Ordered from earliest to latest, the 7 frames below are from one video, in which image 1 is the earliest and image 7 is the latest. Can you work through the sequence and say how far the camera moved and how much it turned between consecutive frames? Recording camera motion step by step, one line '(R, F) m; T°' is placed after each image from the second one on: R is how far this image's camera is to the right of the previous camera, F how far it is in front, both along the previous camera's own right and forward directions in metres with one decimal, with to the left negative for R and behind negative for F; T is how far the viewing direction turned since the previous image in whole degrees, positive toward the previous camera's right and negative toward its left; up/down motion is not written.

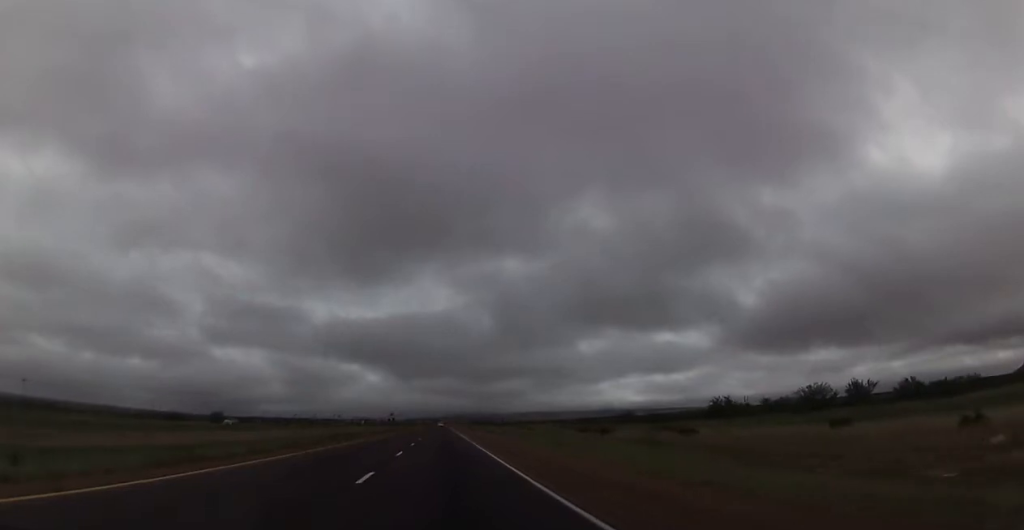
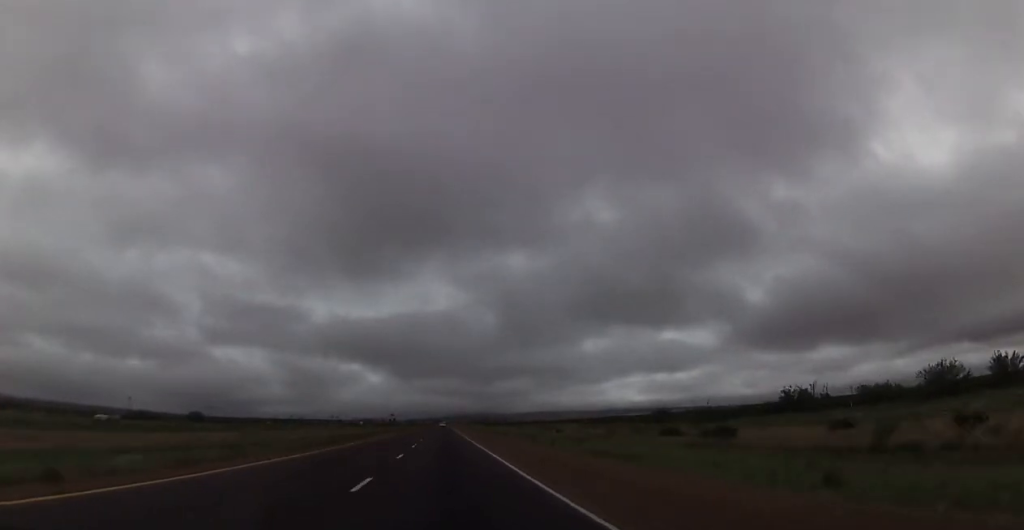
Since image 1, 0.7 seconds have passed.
(0.0, +25.8) m; 0°
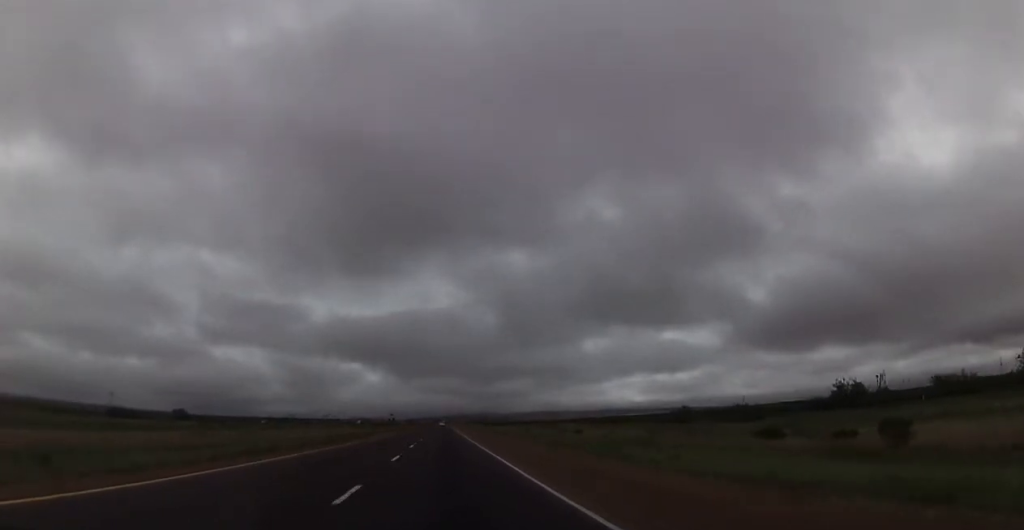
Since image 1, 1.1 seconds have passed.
(0.0, +14.1) m; 0°
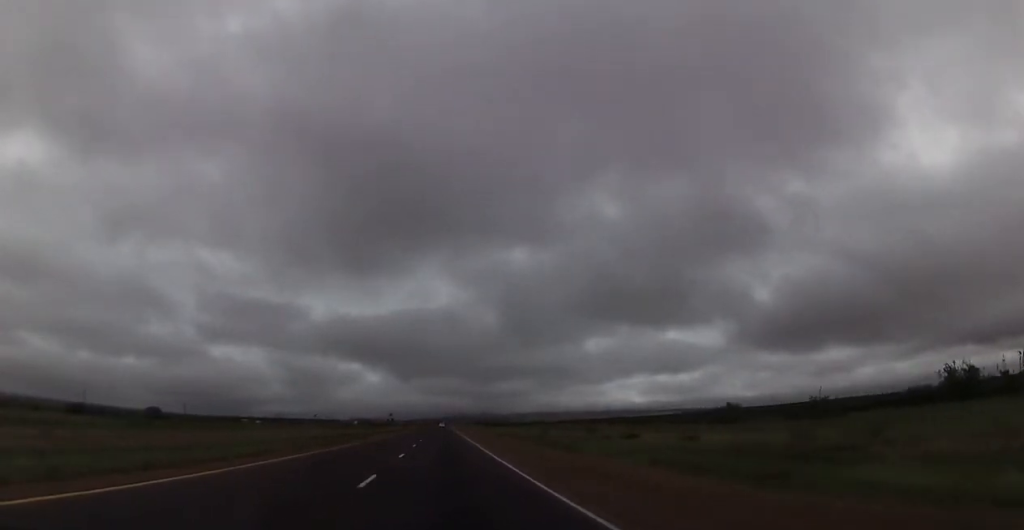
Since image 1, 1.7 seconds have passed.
(0.0, +21.1) m; 0°
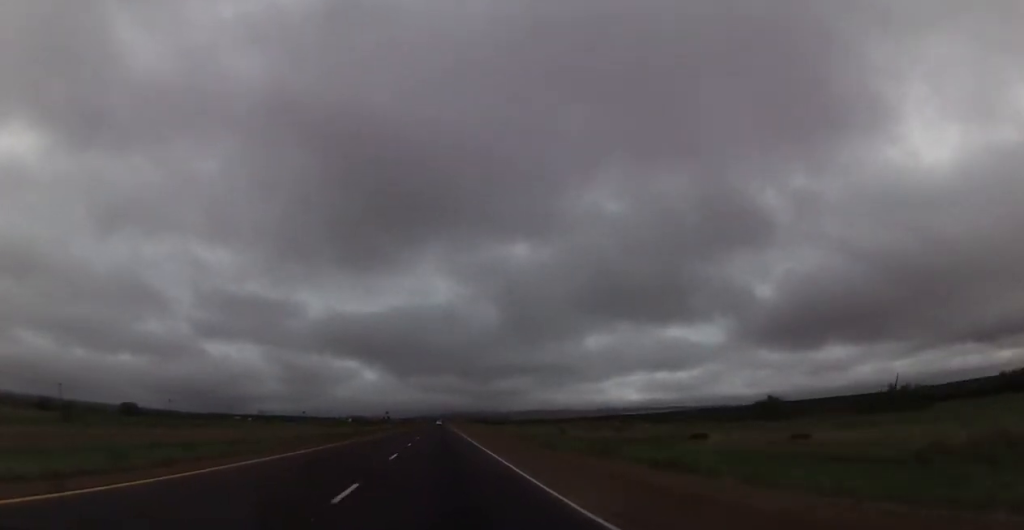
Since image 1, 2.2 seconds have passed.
(0.0, +15.2) m; 0°
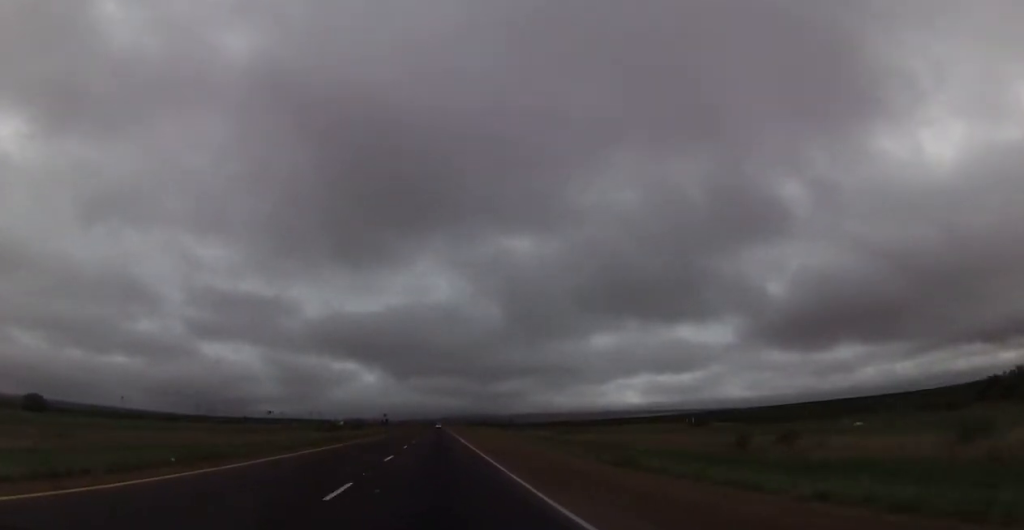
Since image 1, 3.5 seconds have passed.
(0.0, +48.0) m; +1°
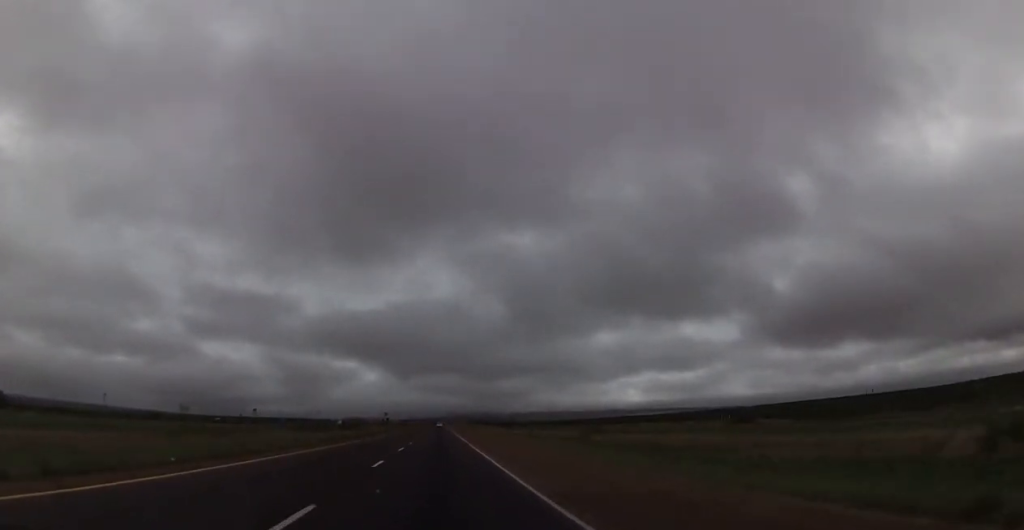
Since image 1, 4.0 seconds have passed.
(0.0, +16.4) m; 0°
